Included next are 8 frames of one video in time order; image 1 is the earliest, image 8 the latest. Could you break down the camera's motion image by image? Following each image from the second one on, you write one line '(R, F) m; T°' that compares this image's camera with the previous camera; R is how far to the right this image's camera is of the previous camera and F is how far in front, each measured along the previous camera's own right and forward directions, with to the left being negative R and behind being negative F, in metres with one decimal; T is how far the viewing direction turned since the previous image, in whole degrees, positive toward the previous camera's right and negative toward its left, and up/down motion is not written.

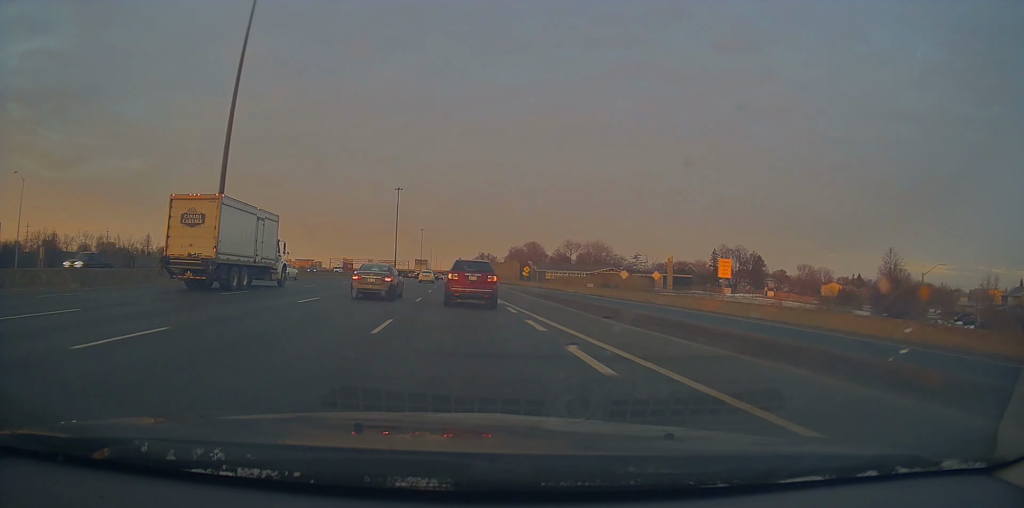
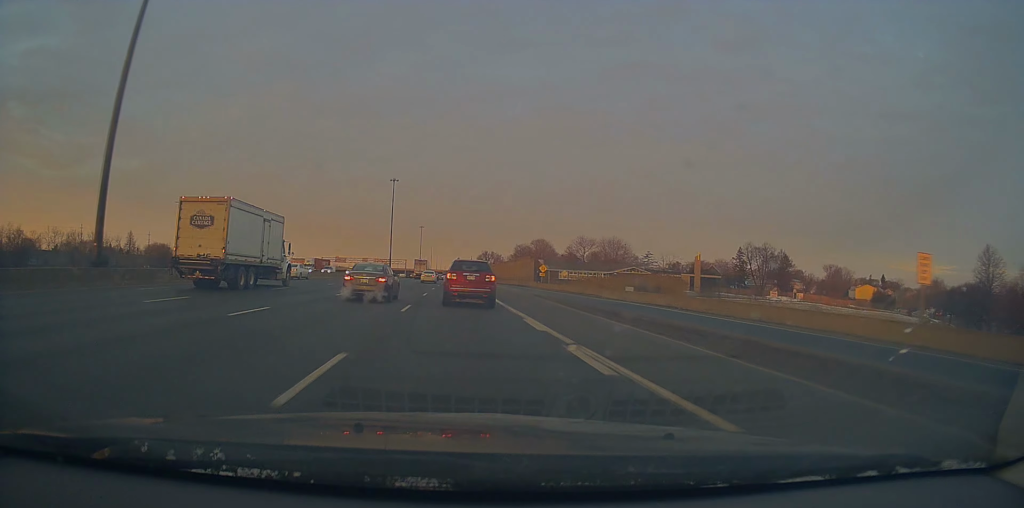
(-0.3, +18.3) m; -1°
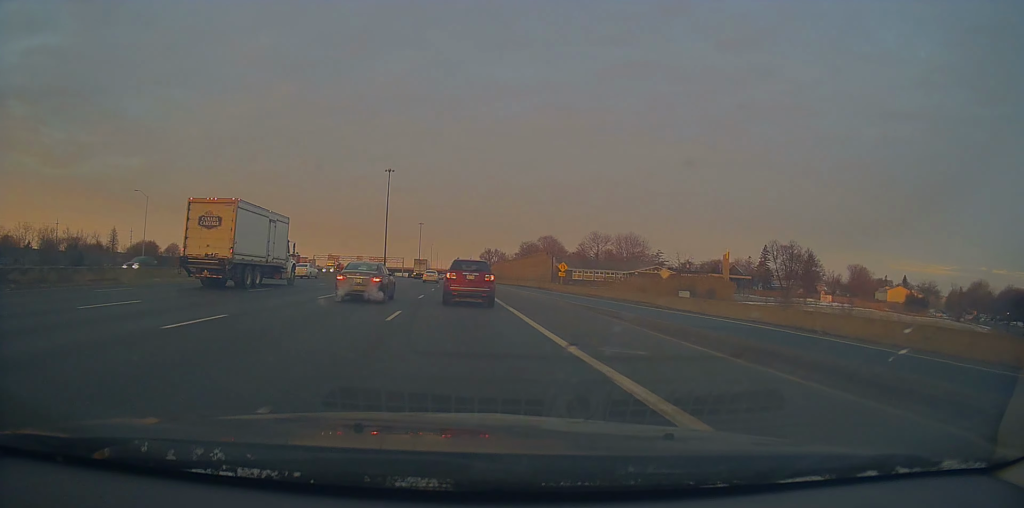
(-0.4, +15.5) m; -1°
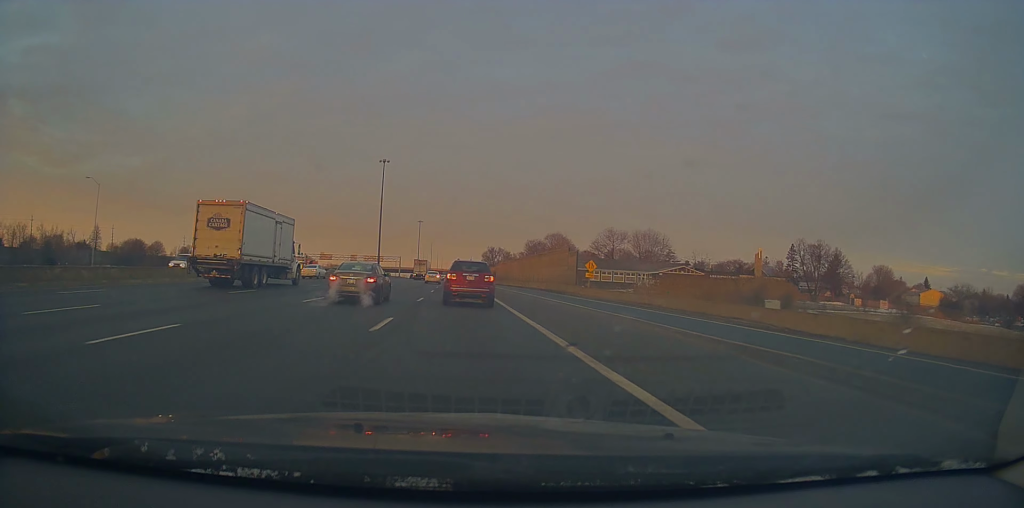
(+0.1, +14.5) m; 0°
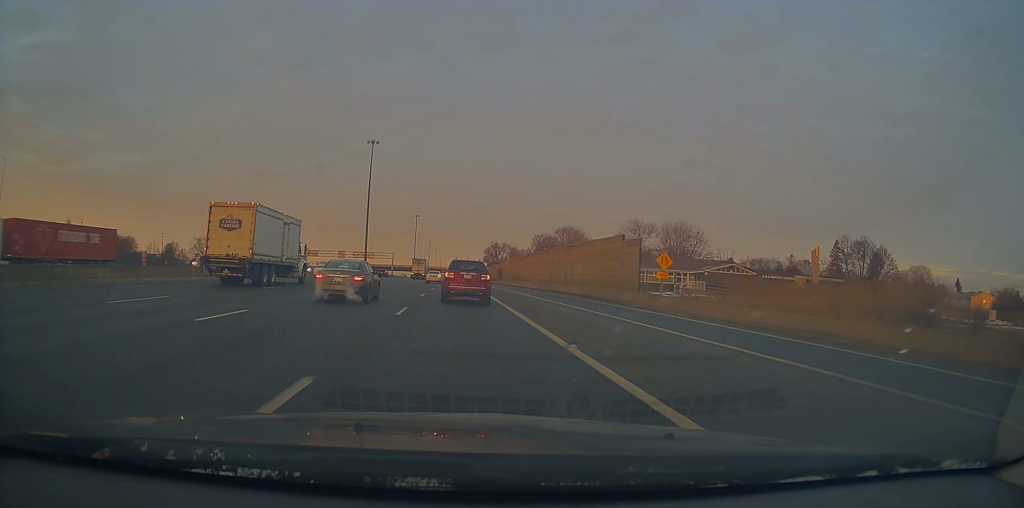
(+0.1, +20.7) m; 0°
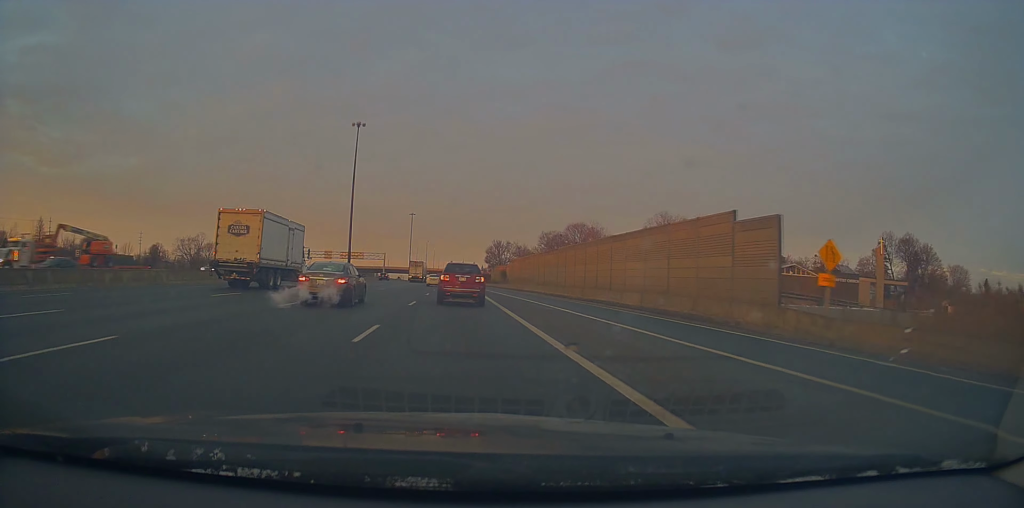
(+0.1, +17.9) m; 0°
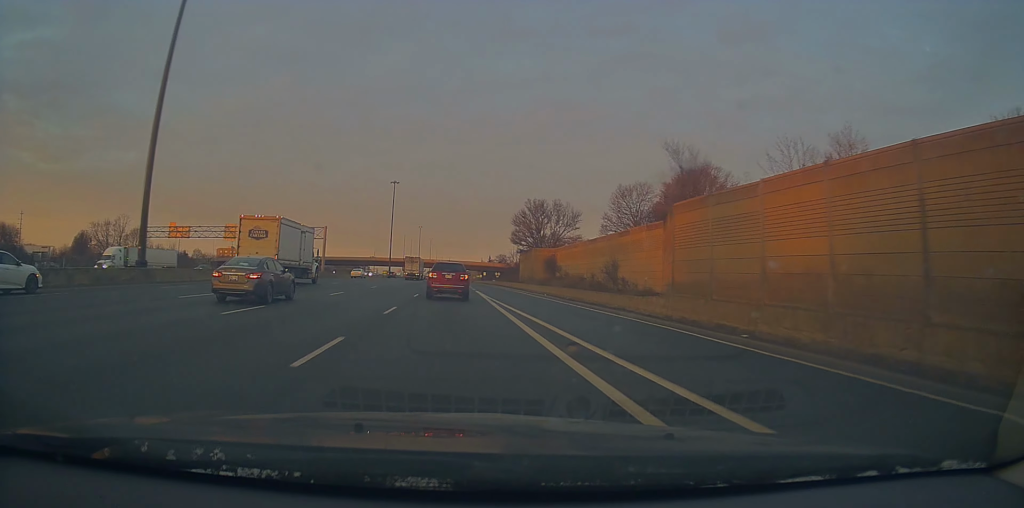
(+0.3, +74.9) m; +1°
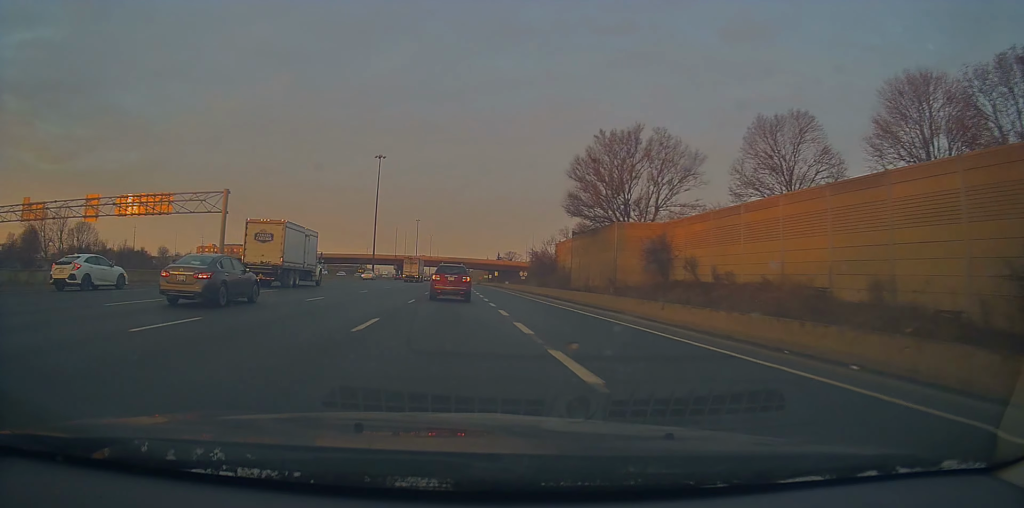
(0.0, +40.7) m; 0°
